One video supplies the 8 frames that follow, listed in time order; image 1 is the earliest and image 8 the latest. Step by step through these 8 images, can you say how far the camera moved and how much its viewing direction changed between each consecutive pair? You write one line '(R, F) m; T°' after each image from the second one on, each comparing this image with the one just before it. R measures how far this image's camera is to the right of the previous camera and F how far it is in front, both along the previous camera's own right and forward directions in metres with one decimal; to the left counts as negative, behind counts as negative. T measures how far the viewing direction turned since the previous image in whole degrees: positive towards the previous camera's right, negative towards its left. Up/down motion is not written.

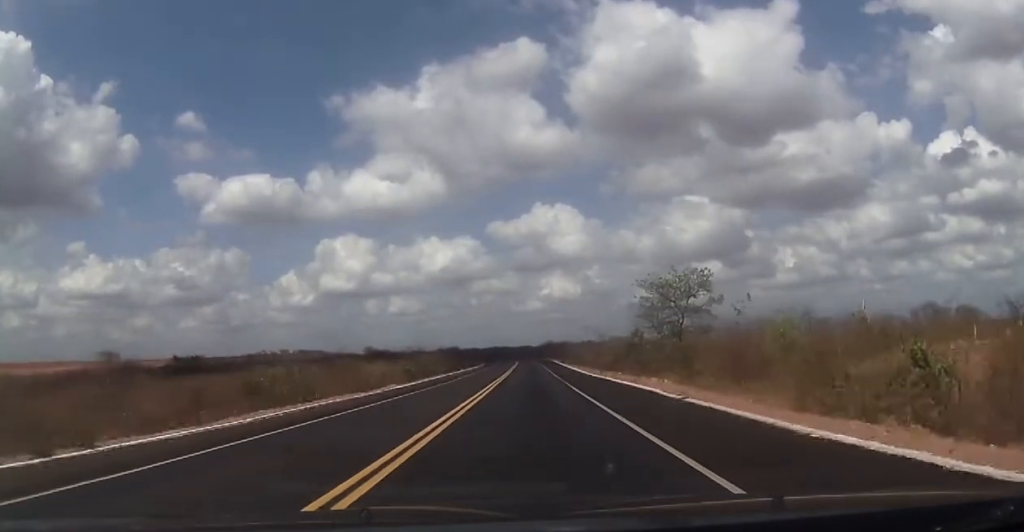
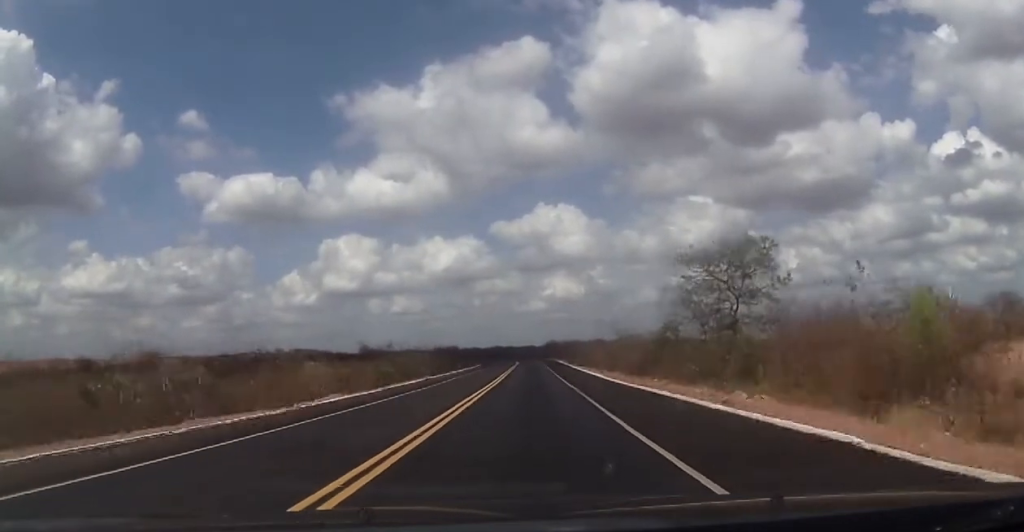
(+0.1, +15.1) m; 0°
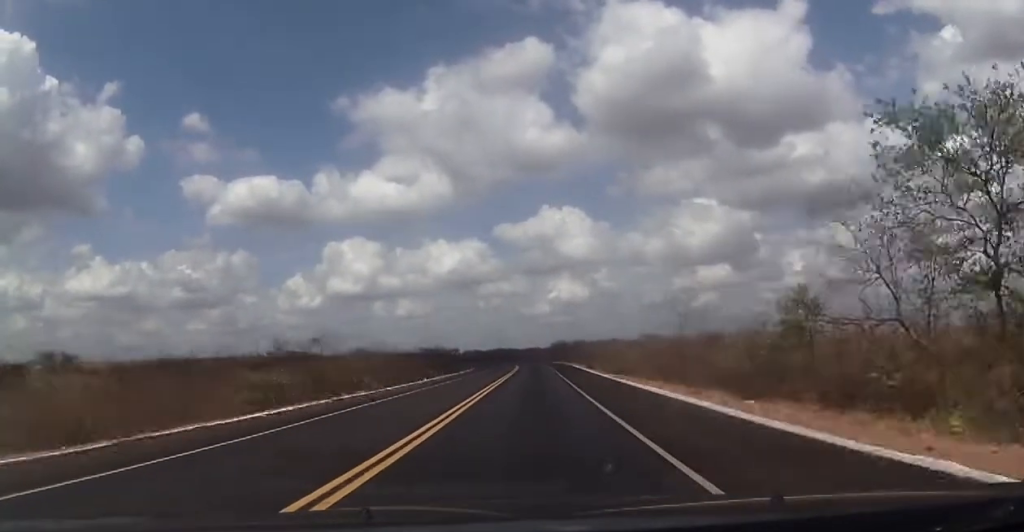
(-0.1, +26.0) m; 0°
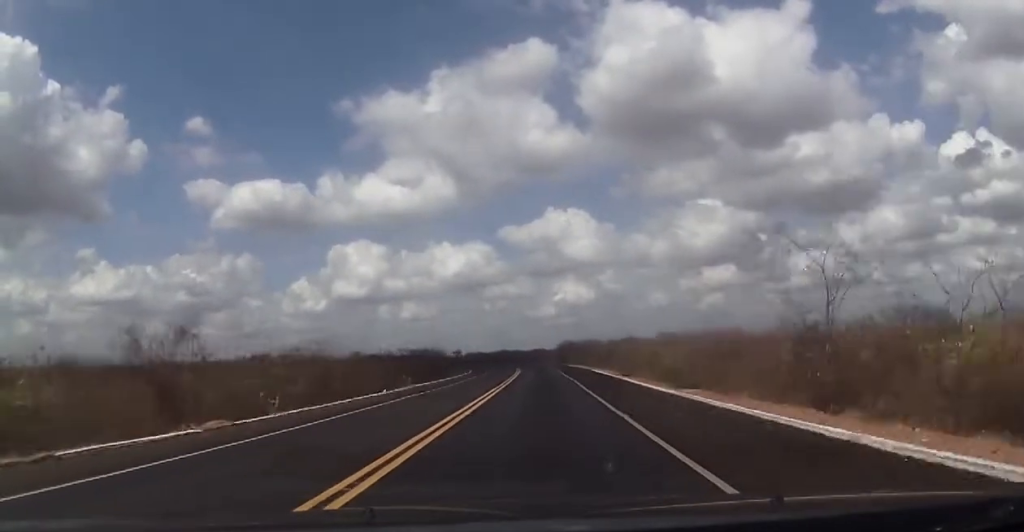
(-0.1, +19.6) m; 0°
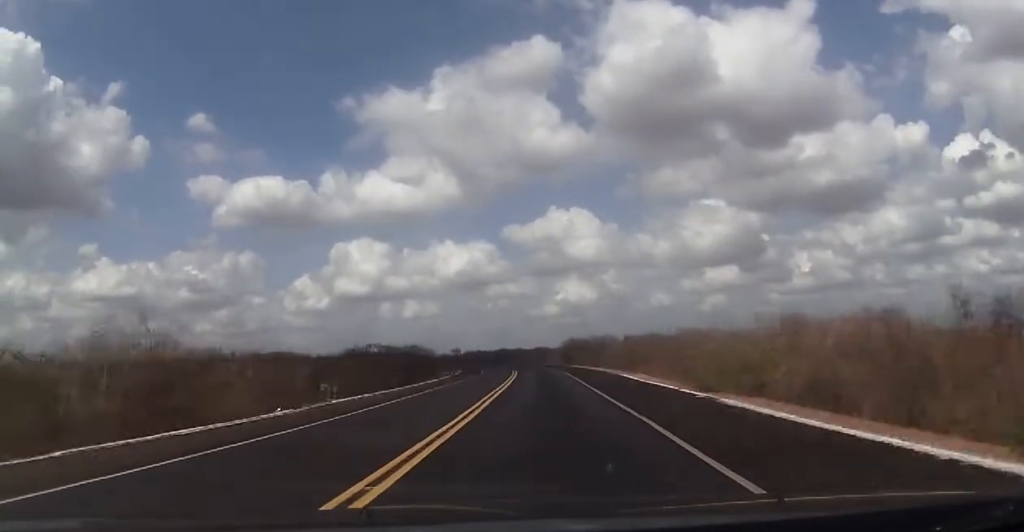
(+0.2, +19.7) m; 0°
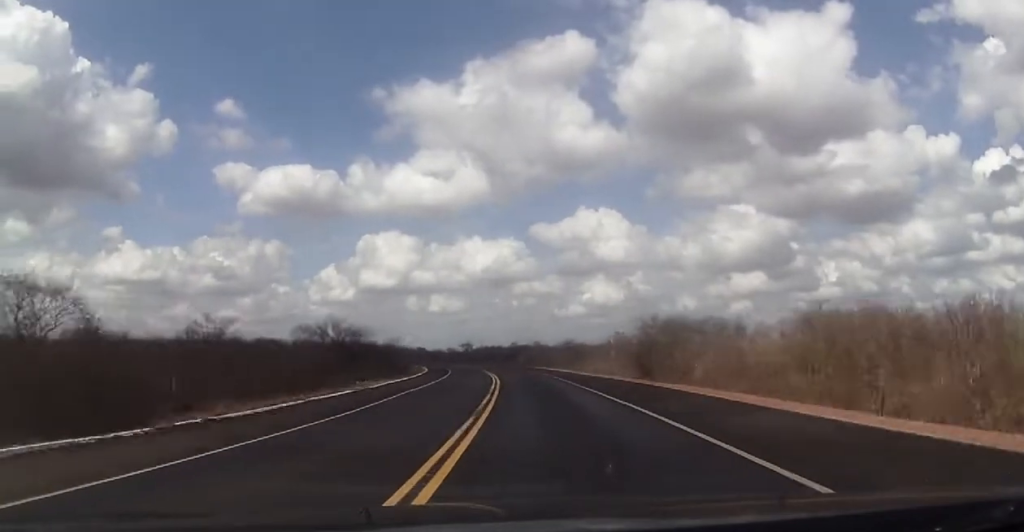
(-0.8, +60.4) m; -2°
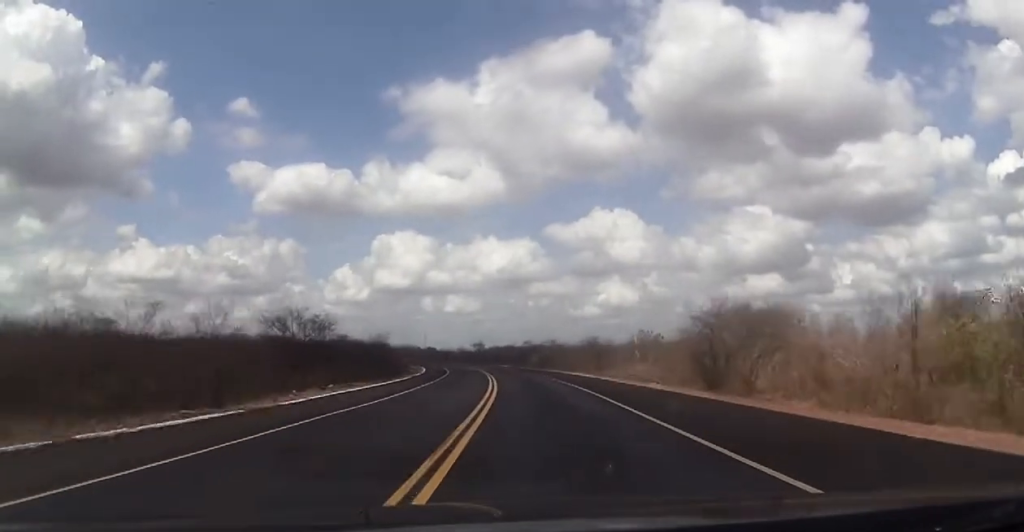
(+0.1, +14.3) m; -1°
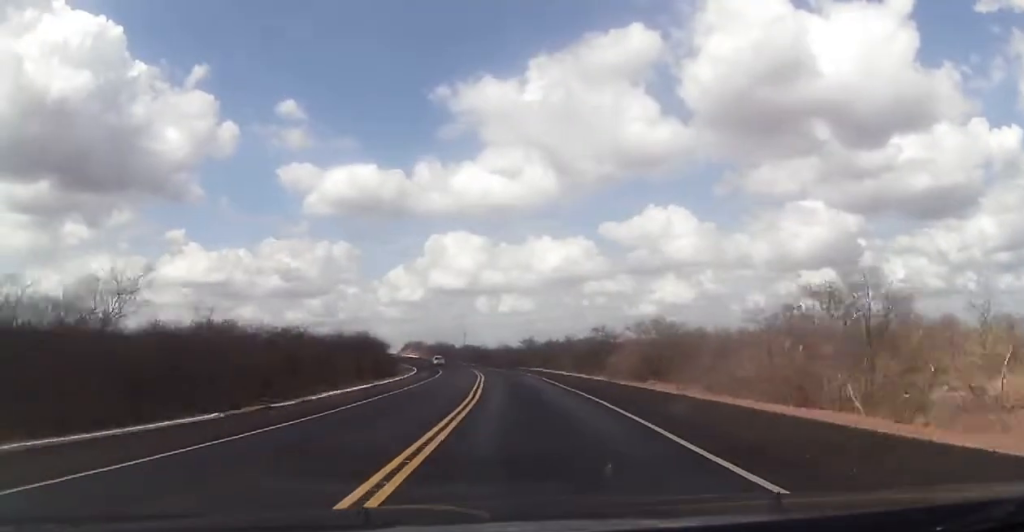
(-1.8, +54.3) m; -4°
